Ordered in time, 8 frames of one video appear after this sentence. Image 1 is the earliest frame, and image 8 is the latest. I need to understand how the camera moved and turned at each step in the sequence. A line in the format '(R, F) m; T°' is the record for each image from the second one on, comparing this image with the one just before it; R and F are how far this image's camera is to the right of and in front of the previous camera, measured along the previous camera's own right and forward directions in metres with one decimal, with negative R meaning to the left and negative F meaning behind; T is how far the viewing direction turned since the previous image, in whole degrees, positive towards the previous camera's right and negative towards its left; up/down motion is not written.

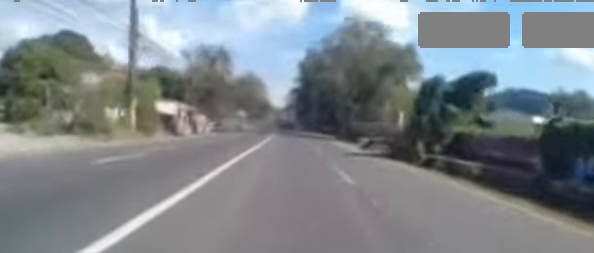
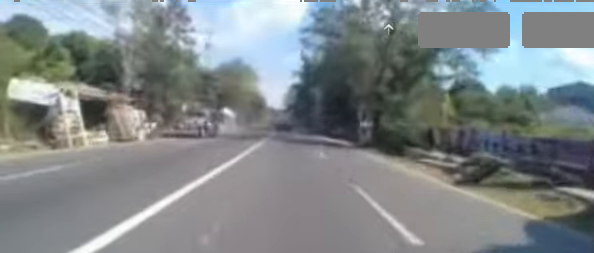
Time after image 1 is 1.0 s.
(+0.1, +12.4) m; 0°
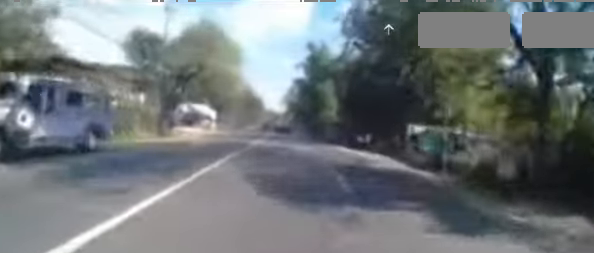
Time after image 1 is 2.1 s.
(0.0, +15.2) m; 0°
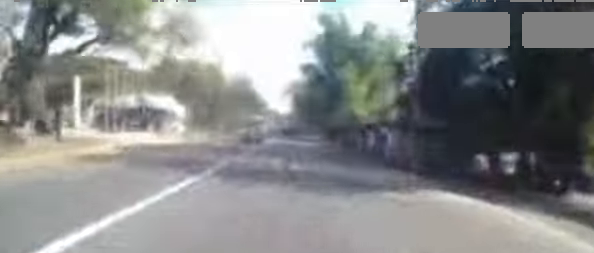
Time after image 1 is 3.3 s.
(+0.1, +15.1) m; +2°
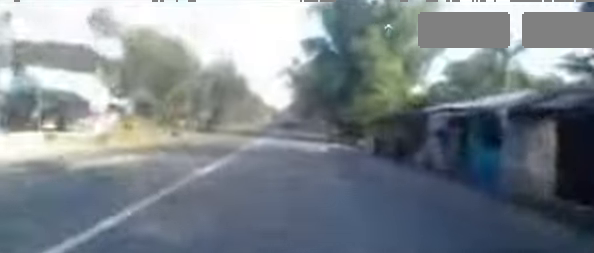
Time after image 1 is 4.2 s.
(+0.3, +11.4) m; 0°
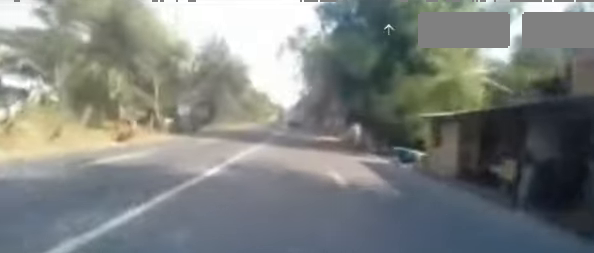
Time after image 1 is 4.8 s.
(-0.3, +8.8) m; -1°
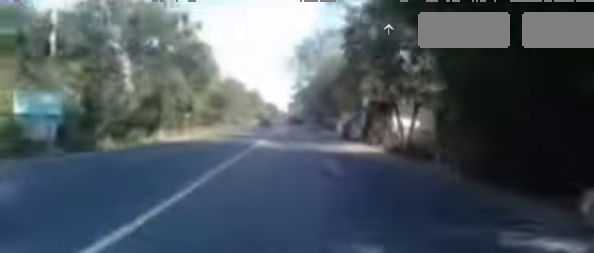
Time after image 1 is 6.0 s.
(-0.1, +16.1) m; -3°
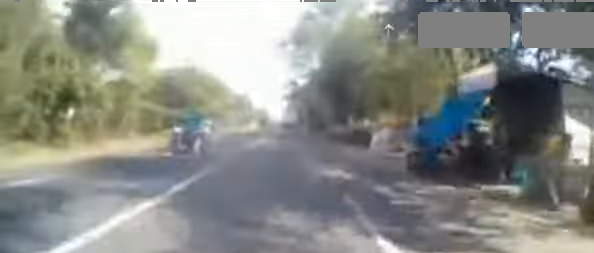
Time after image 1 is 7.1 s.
(-0.4, +14.7) m; 0°
